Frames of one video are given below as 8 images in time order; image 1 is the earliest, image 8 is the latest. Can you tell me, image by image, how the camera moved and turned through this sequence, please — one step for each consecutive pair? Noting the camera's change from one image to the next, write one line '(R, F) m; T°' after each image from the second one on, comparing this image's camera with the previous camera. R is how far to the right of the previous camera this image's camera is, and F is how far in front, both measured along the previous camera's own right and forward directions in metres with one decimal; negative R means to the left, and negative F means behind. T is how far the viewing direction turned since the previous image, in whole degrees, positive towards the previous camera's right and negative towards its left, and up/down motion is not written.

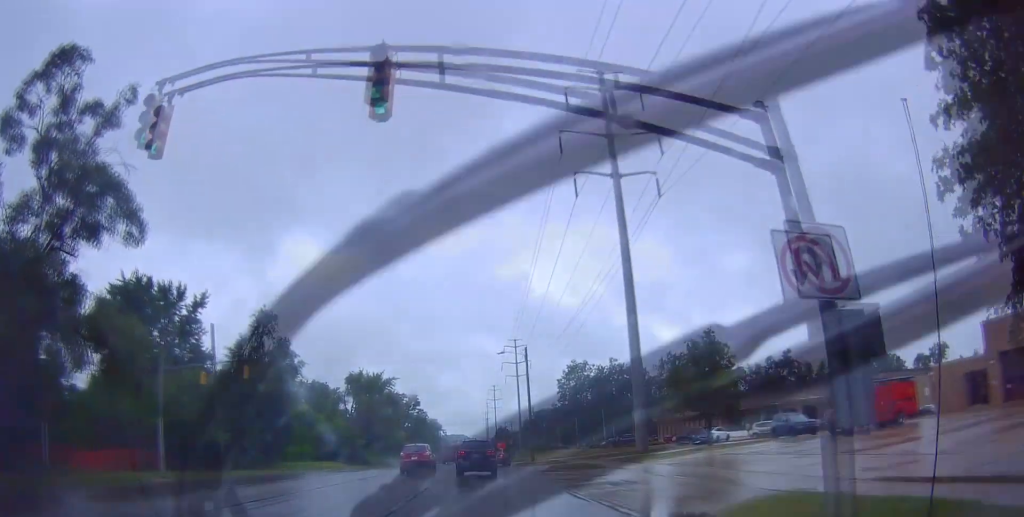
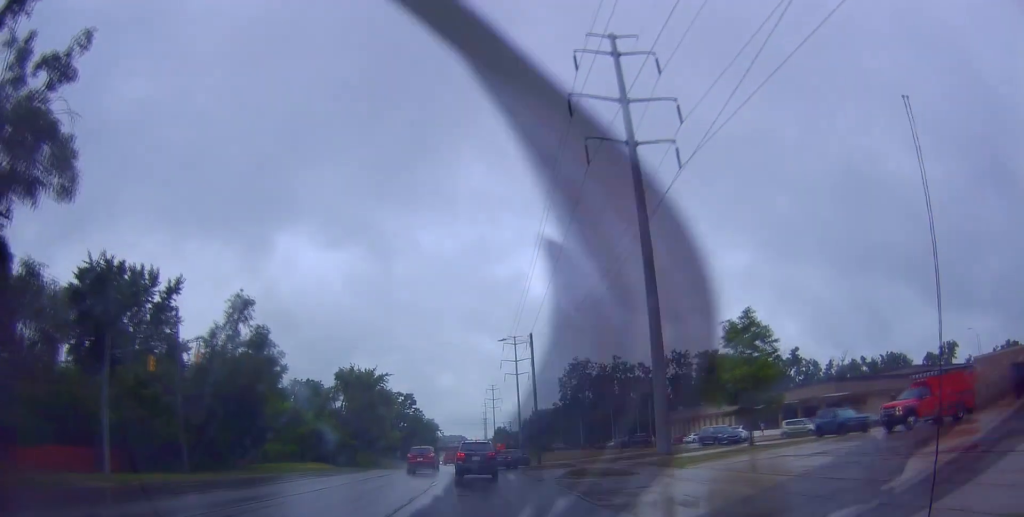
(0.0, +7.4) m; +2°
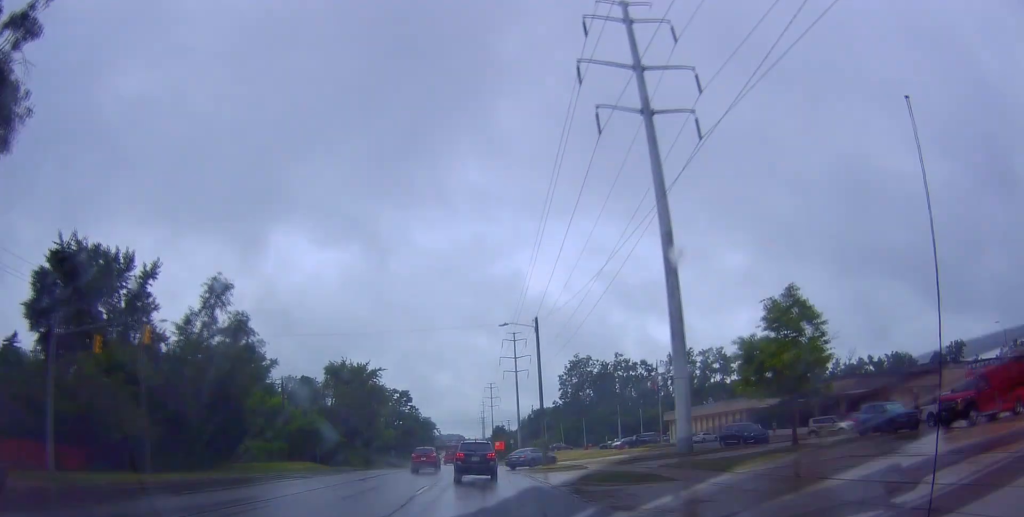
(0.0, +6.3) m; +2°
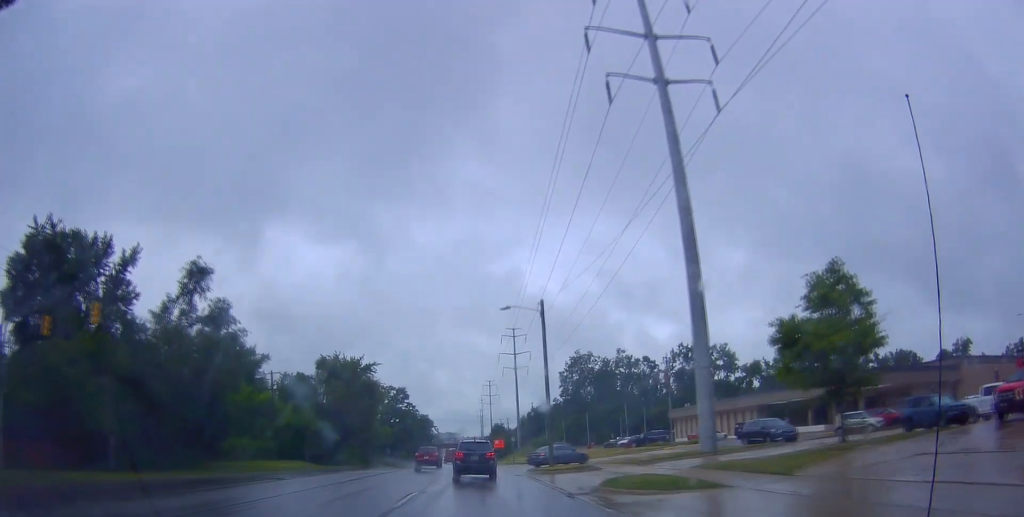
(+0.2, +4.7) m; +1°
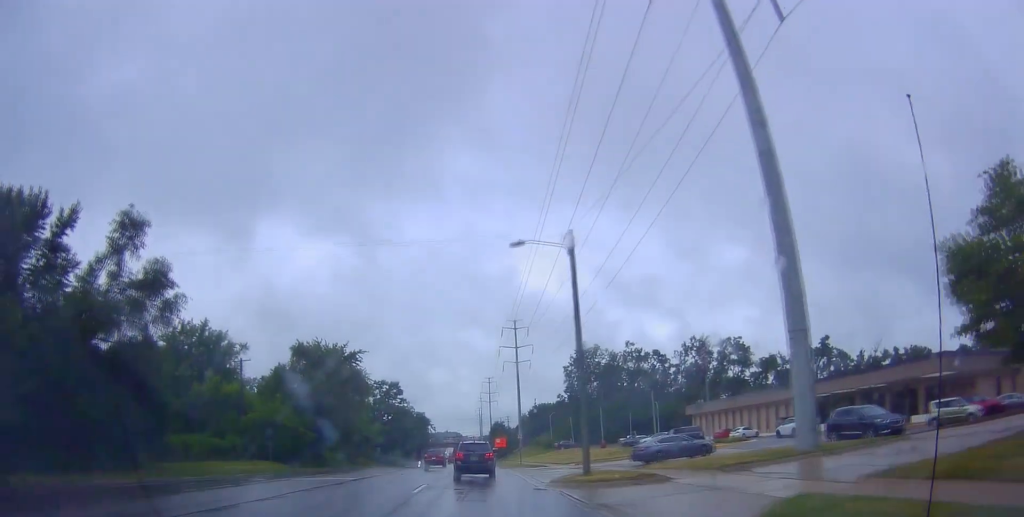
(+0.1, +11.9) m; -2°
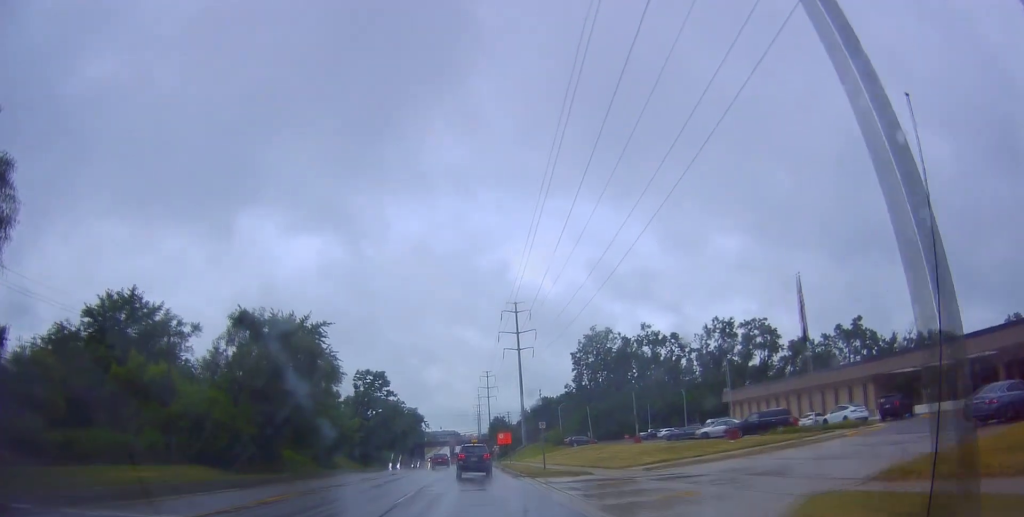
(-0.5, +16.3) m; +1°
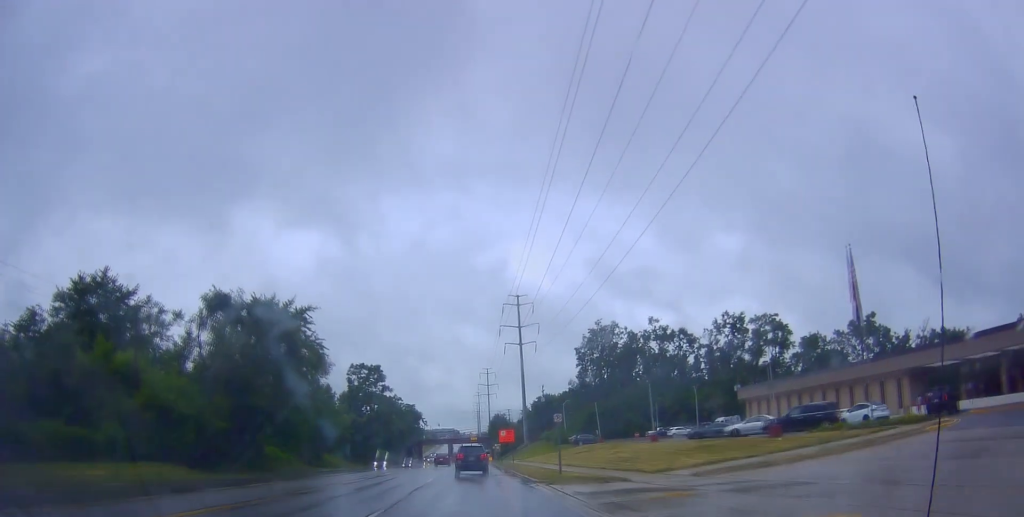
(+0.1, +5.2) m; +1°
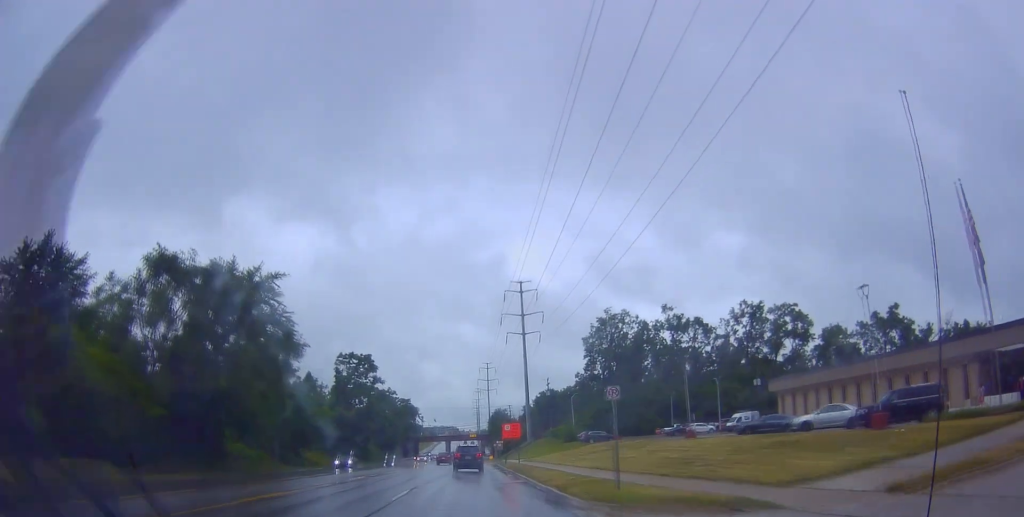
(+0.1, +8.8) m; 0°
